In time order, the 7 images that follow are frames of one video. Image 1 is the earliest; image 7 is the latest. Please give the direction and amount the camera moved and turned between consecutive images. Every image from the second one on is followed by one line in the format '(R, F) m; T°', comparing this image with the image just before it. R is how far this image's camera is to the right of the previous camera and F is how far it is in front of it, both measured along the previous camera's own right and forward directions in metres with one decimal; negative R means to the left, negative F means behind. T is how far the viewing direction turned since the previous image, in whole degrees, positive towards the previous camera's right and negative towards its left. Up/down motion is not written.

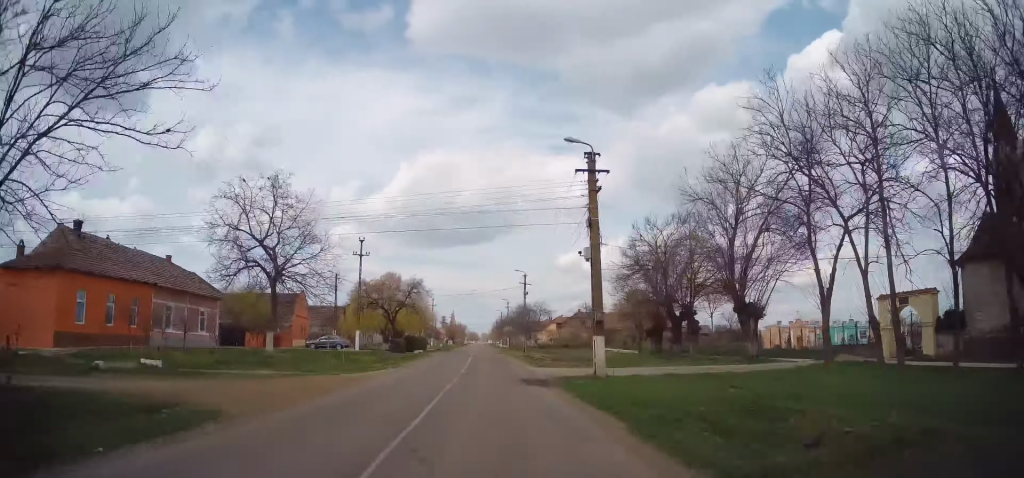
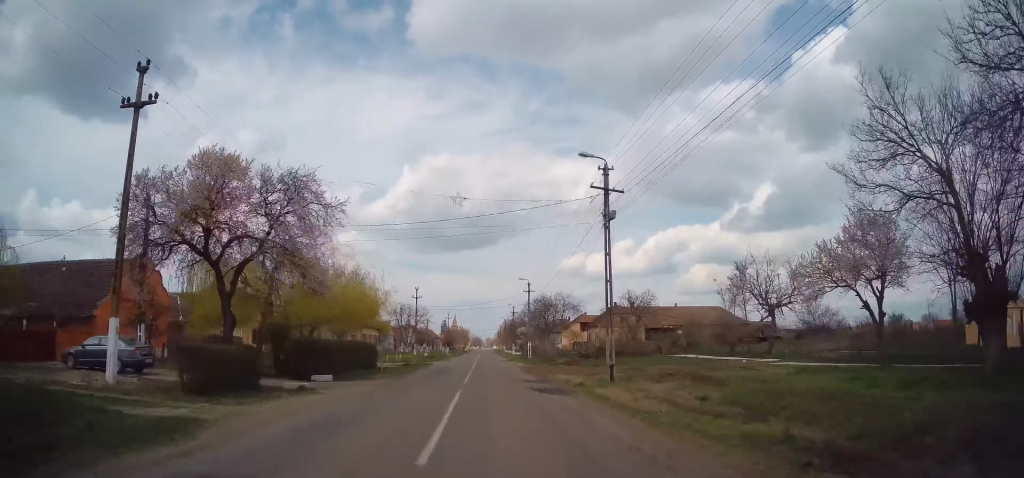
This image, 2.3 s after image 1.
(-2.0, +35.3) m; -4°
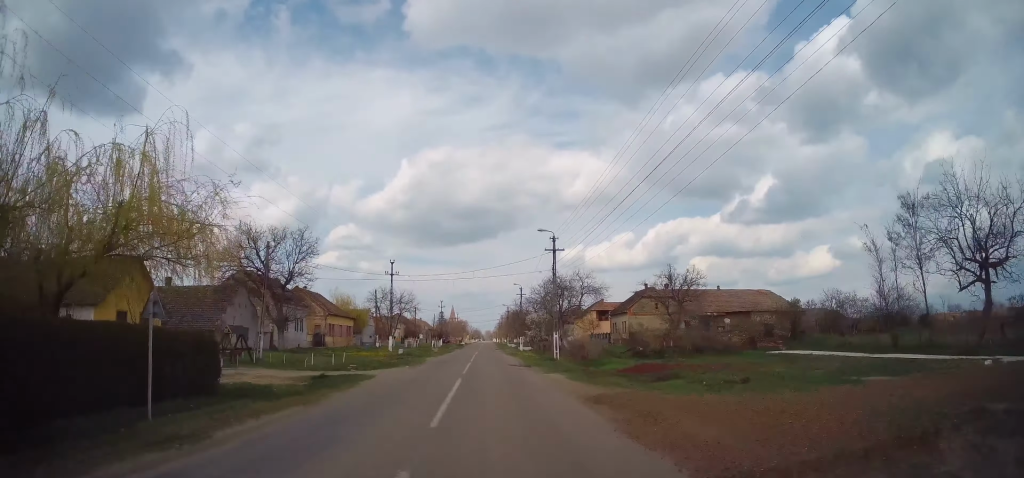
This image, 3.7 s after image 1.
(-0.2, +22.4) m; 0°
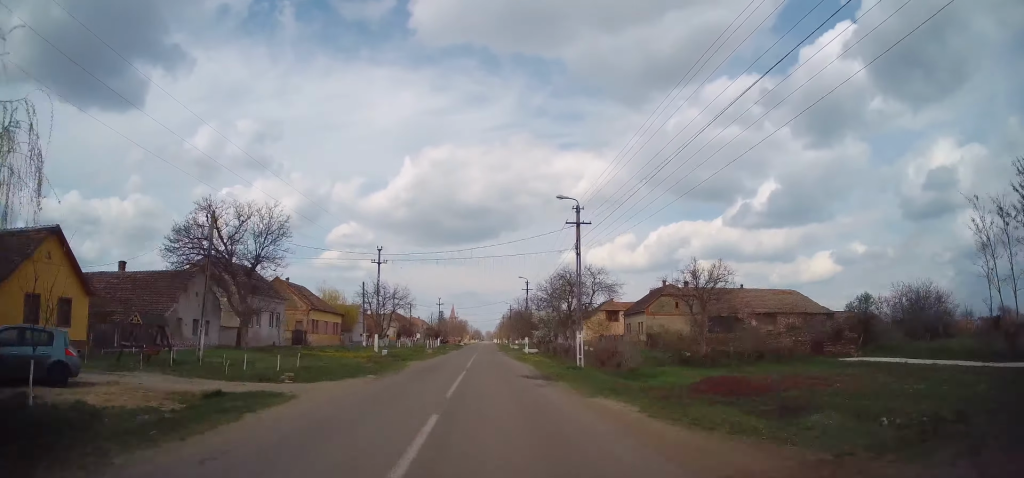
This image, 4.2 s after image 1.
(+0.2, +8.5) m; 0°
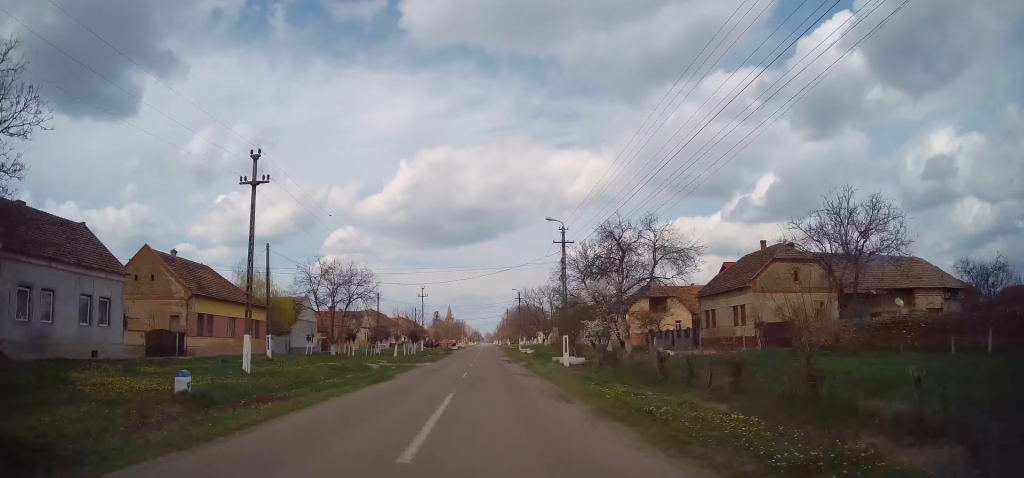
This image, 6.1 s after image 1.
(0.0, +30.5) m; +1°
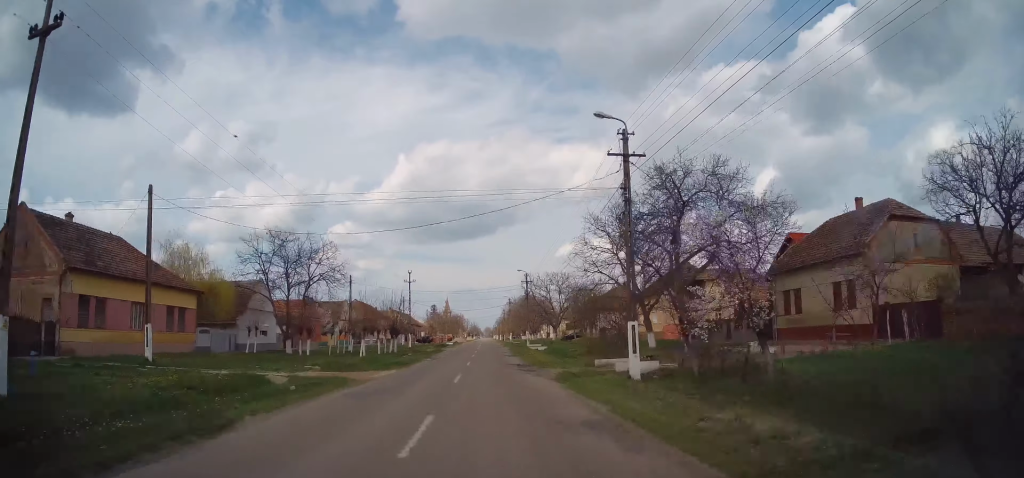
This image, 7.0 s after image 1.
(+0.1, +14.6) m; -1°
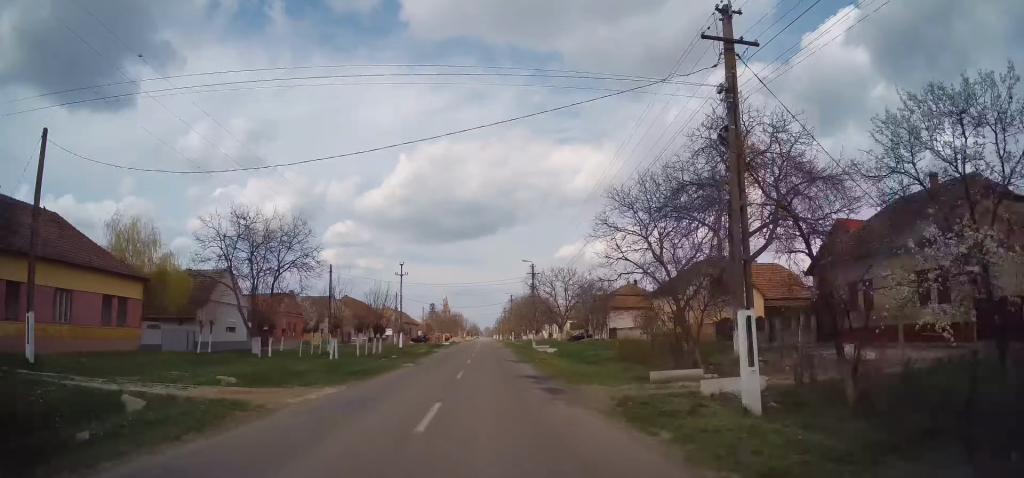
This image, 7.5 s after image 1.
(0.0, +7.6) m; 0°
